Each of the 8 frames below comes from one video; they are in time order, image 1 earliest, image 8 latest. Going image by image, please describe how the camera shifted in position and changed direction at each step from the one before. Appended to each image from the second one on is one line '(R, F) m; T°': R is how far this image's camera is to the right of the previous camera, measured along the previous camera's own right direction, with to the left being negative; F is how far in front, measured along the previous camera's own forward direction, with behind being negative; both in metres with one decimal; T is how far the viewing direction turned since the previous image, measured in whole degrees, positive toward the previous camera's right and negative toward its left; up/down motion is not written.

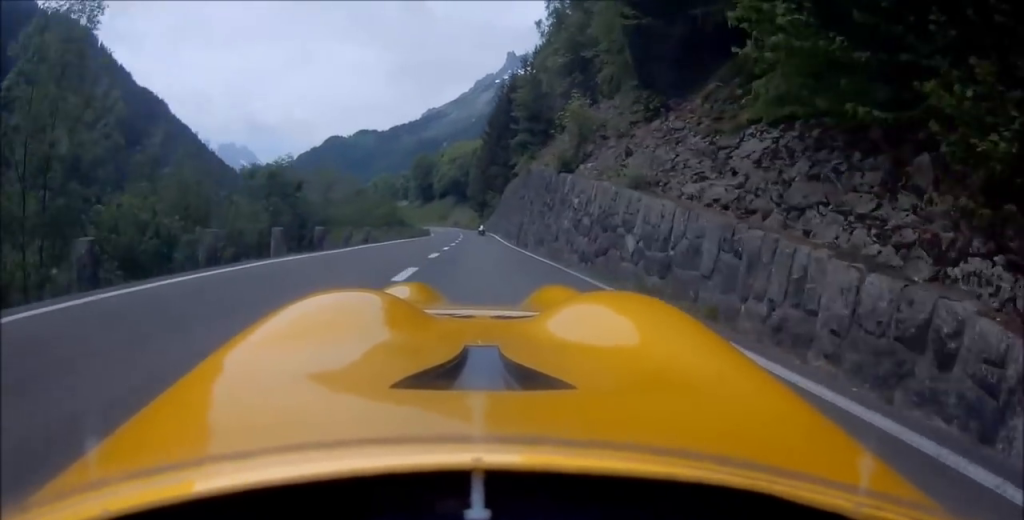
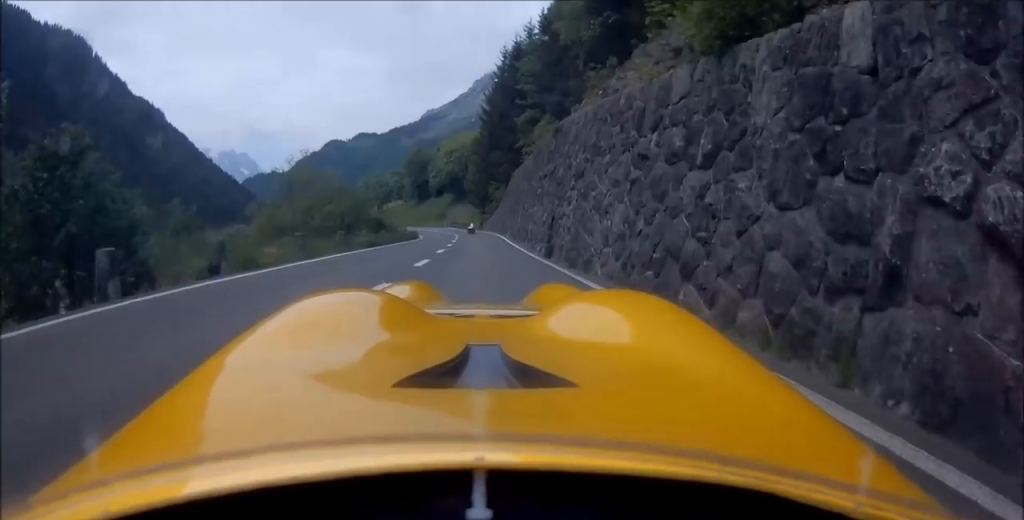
(-0.2, +13.0) m; -2°
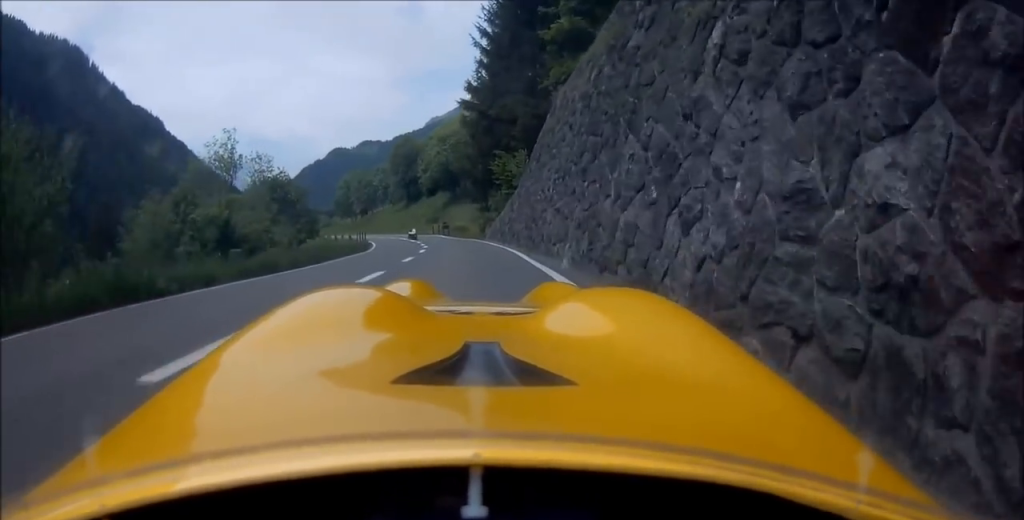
(-1.0, +25.7) m; +4°
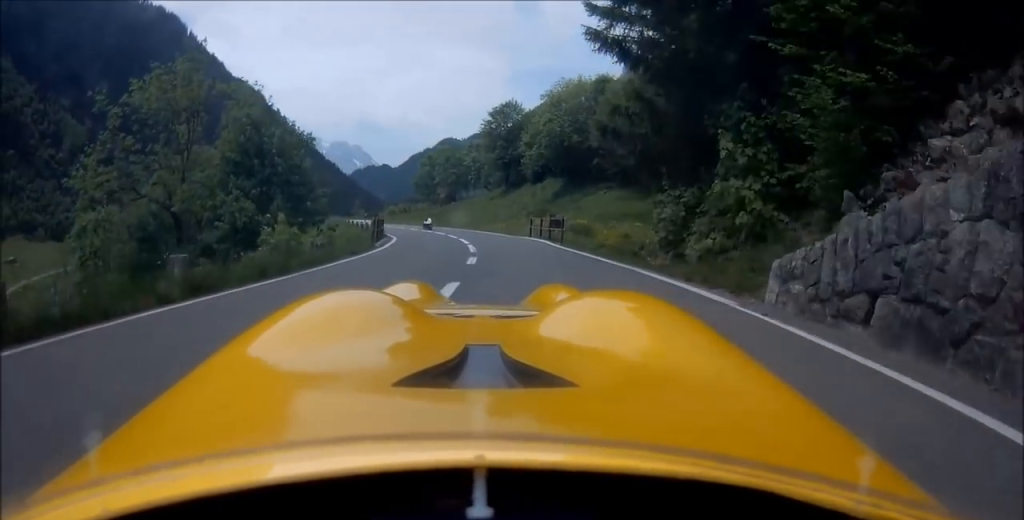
(+2.1, +25.7) m; -2°
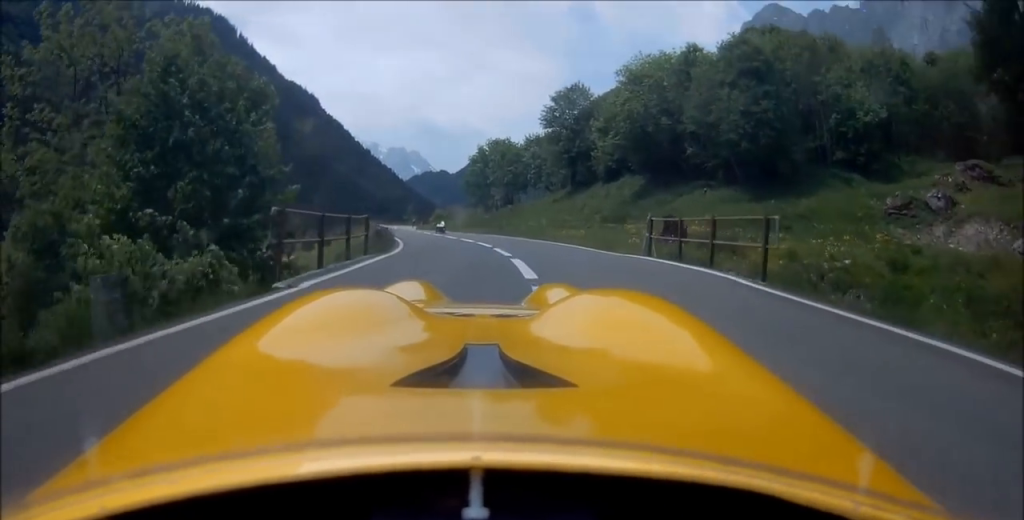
(-1.4, +13.4) m; -7°
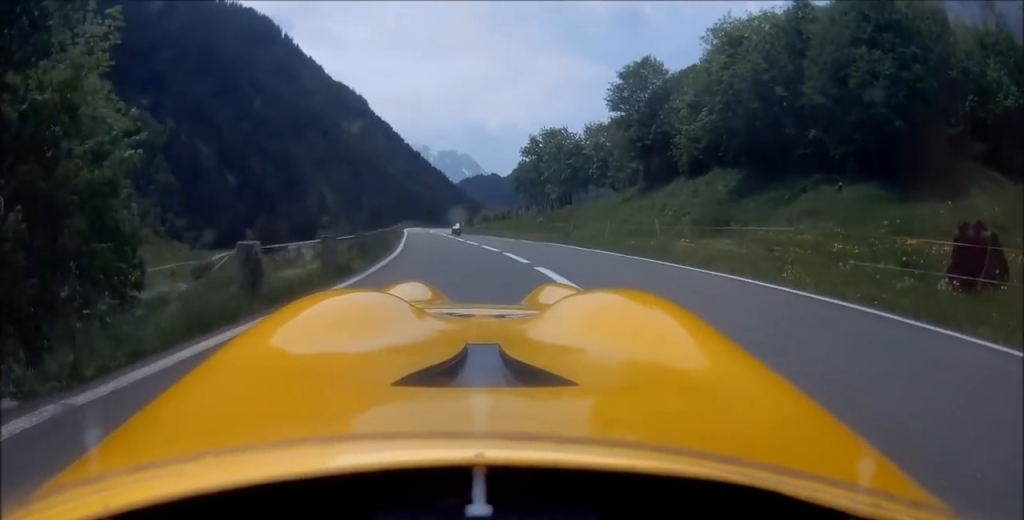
(-0.7, +12.7) m; -5°
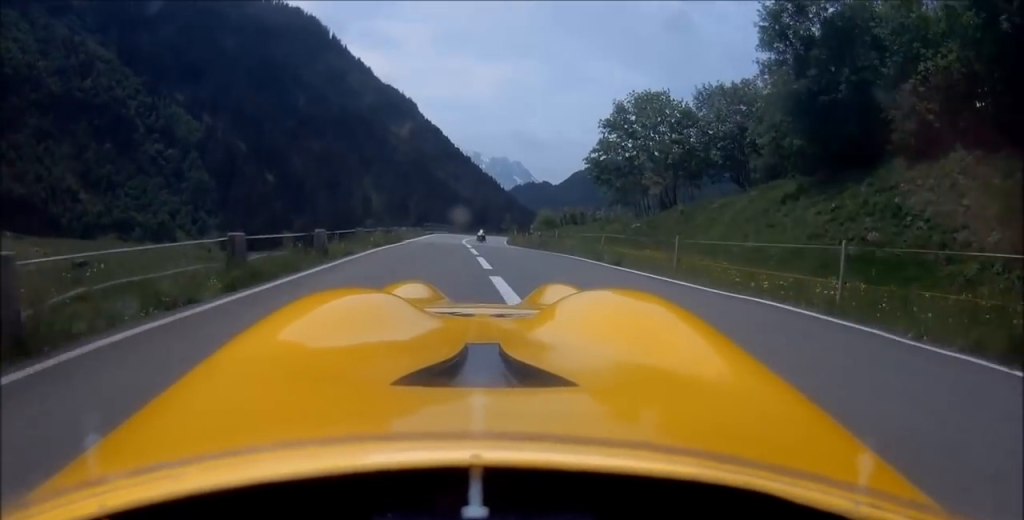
(-1.8, +24.2) m; -6°
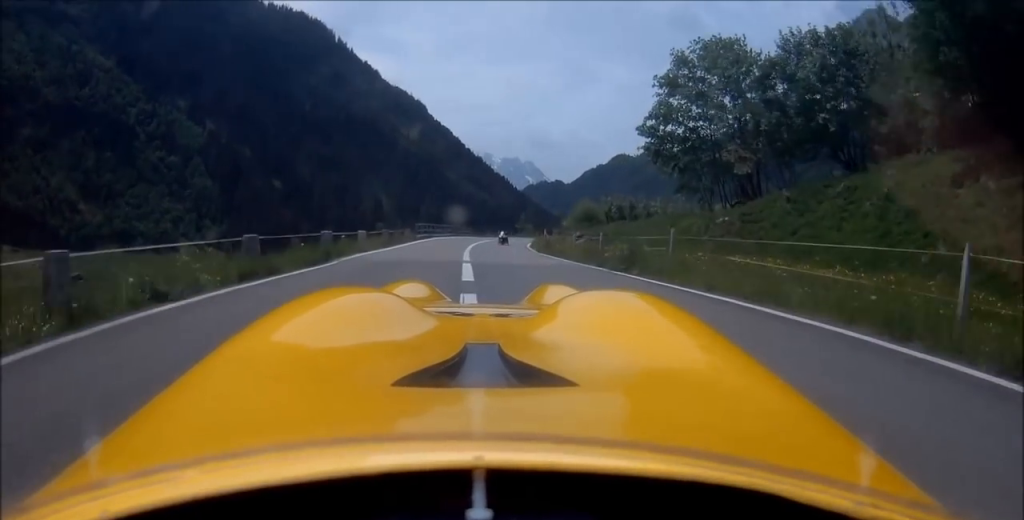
(-0.6, +13.9) m; -1°
